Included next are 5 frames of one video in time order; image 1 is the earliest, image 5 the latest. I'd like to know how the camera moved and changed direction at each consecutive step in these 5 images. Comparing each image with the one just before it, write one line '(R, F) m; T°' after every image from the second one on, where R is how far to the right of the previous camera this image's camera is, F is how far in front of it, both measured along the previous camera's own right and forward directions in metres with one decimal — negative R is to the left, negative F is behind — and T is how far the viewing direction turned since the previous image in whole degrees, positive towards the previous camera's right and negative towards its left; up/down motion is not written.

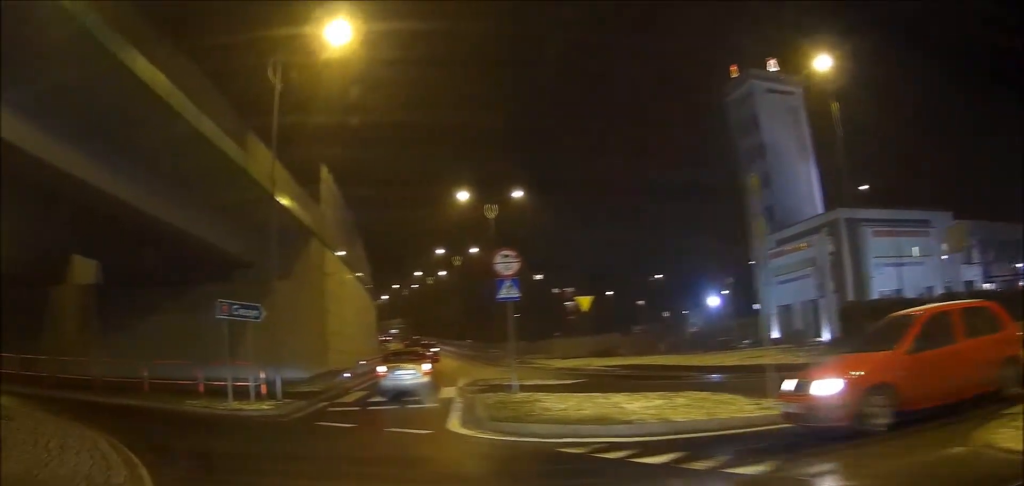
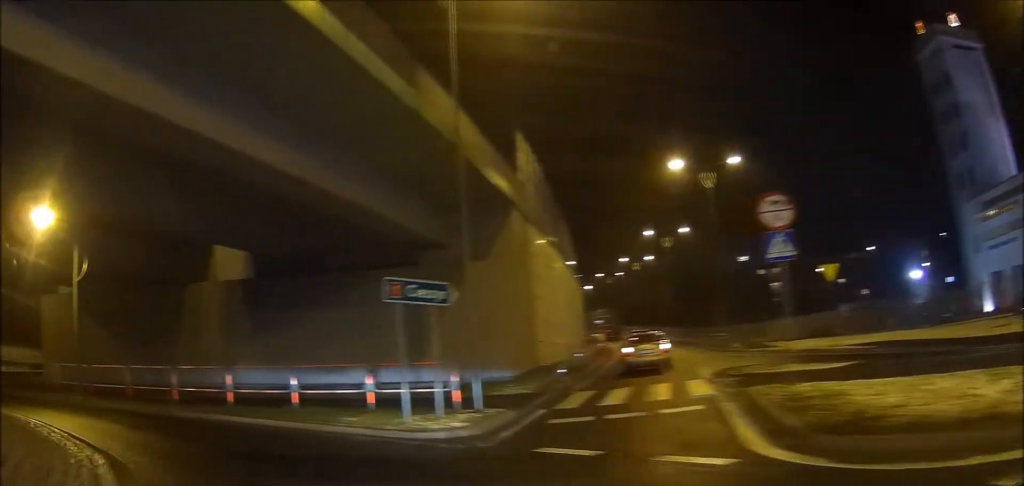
(-0.6, +4.9) m; -15°
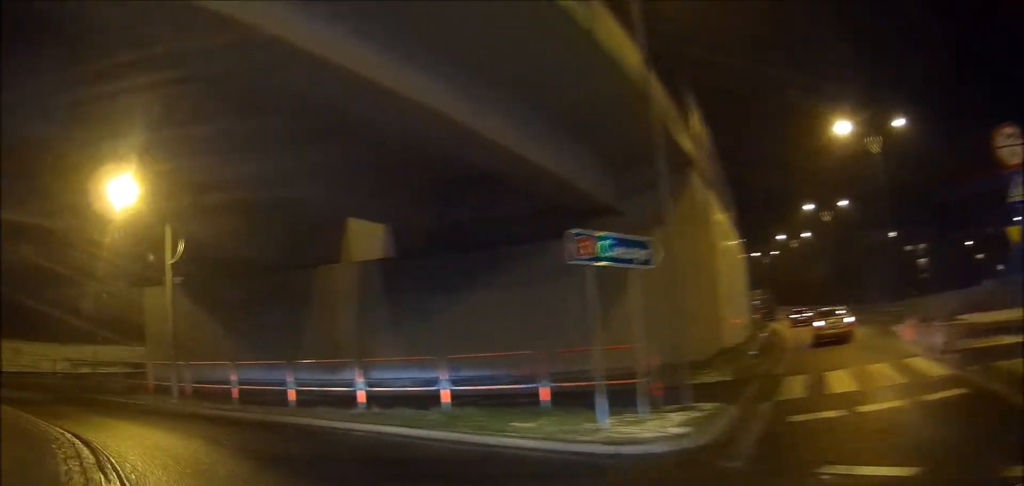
(-0.3, +3.4) m; -12°
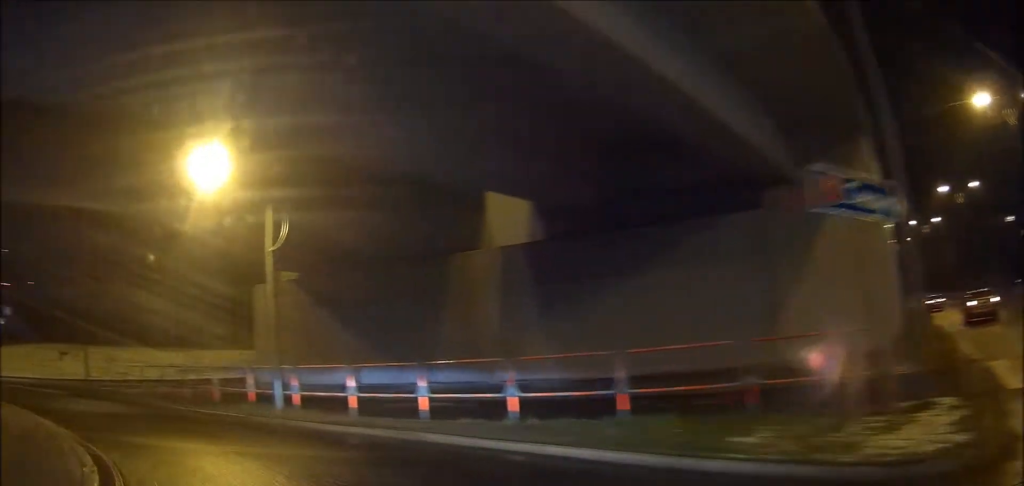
(-0.4, +3.0) m; -7°
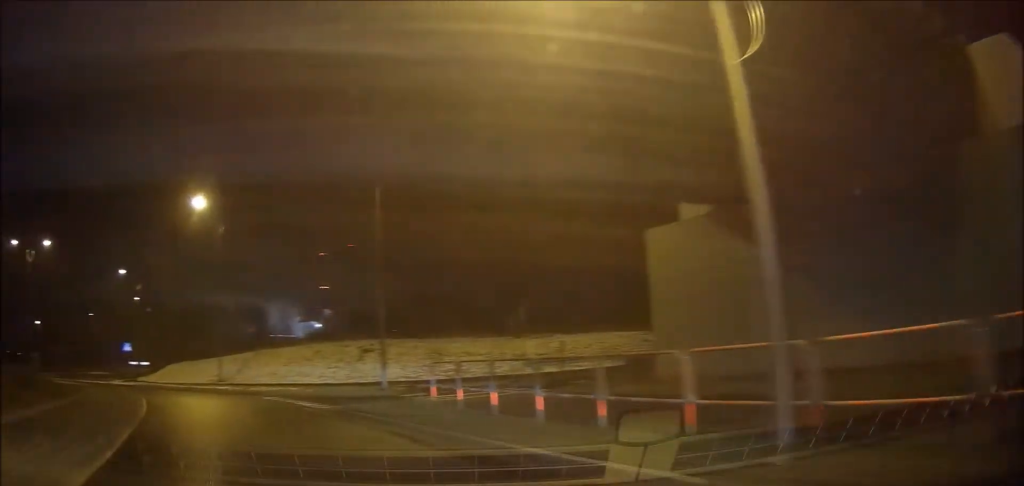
(-1.6, +9.6) m; -22°
